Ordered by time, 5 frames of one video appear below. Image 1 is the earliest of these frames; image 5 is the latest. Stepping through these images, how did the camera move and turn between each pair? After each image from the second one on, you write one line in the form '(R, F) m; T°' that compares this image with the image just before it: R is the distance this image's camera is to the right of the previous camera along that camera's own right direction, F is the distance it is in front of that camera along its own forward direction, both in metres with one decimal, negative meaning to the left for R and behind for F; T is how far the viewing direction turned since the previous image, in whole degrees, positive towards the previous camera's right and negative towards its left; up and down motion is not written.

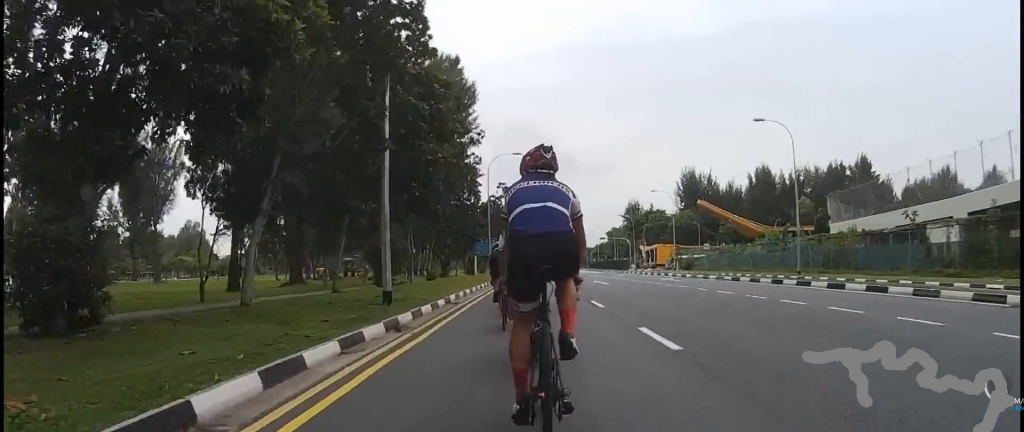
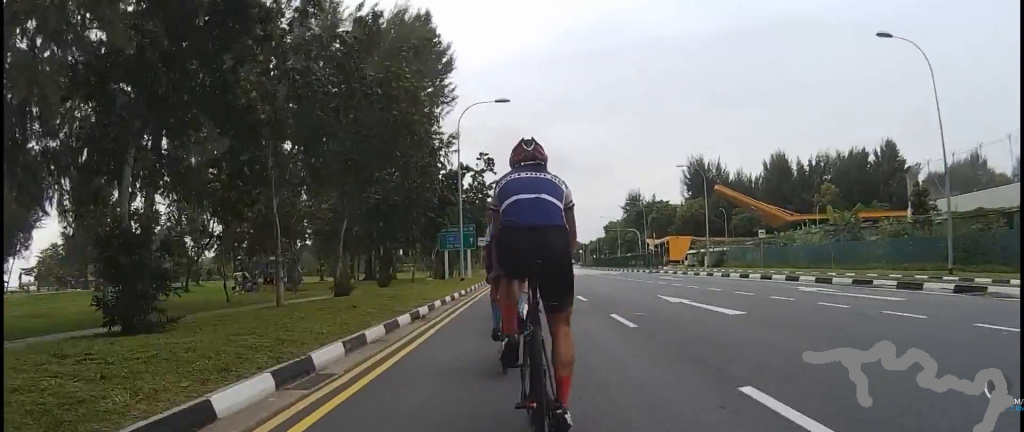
(+0.2, +16.2) m; 0°
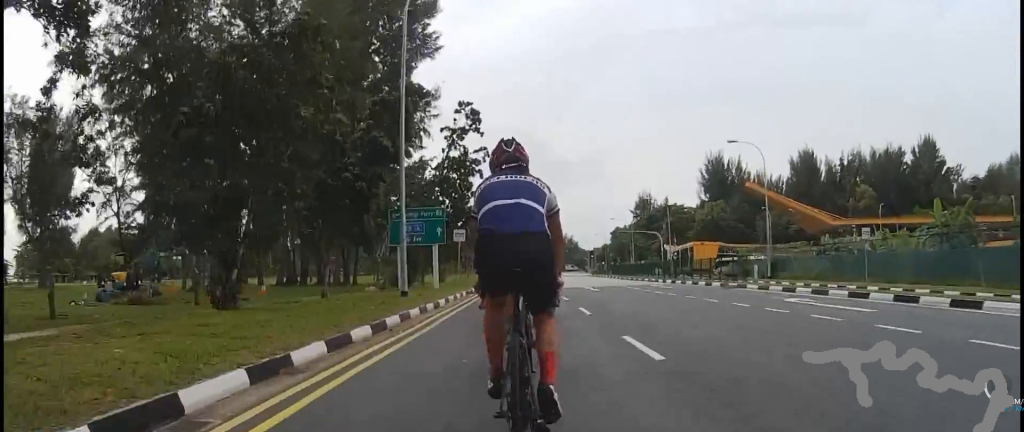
(0.0, +14.3) m; +1°
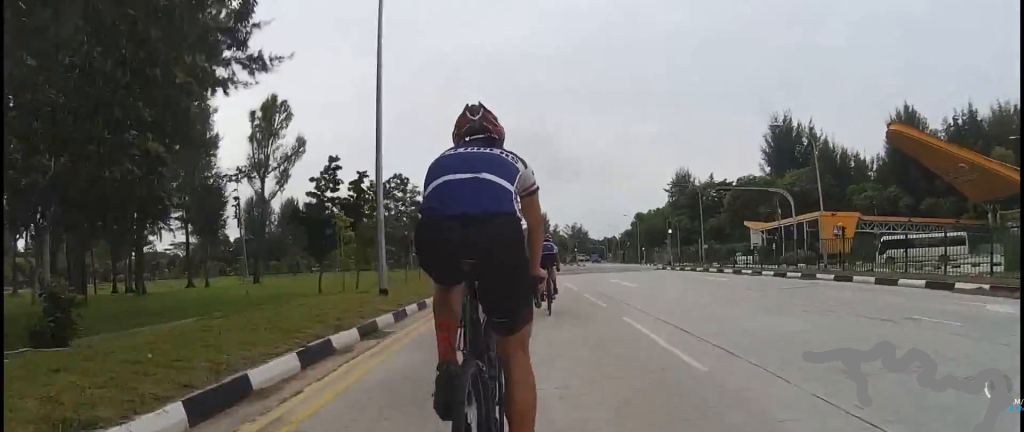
(-2.7, +39.0) m; -8°
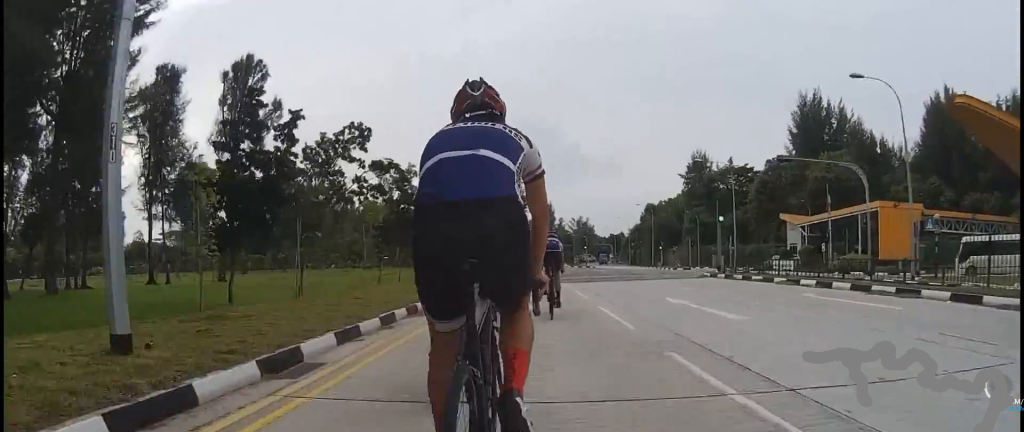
(+0.5, +9.2) m; +5°
